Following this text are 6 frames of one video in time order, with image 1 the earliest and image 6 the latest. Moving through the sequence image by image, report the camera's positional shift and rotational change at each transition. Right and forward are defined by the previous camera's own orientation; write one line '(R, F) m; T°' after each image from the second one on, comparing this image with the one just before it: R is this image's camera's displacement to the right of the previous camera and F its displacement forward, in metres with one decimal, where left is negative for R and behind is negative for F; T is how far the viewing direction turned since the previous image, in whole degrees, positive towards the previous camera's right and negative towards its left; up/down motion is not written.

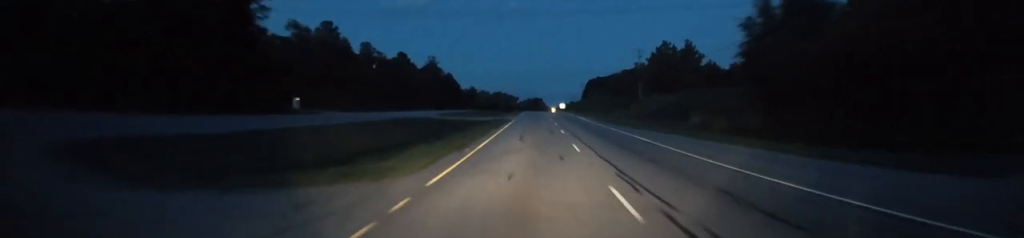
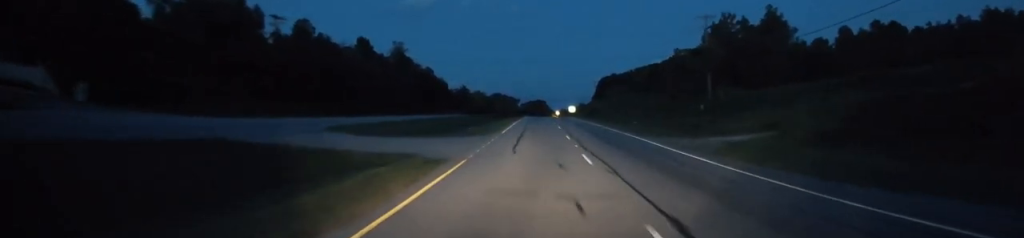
(-0.2, +40.8) m; 0°
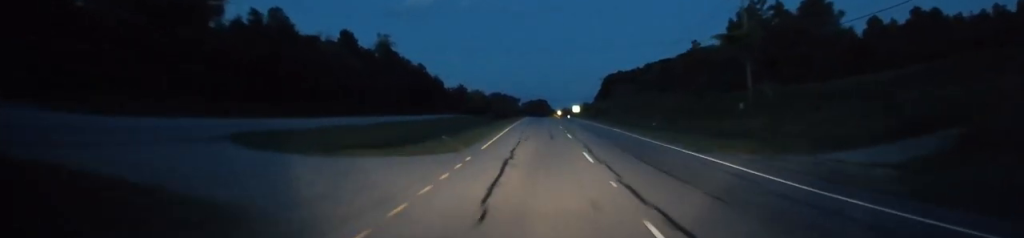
(0.0, +11.8) m; 0°
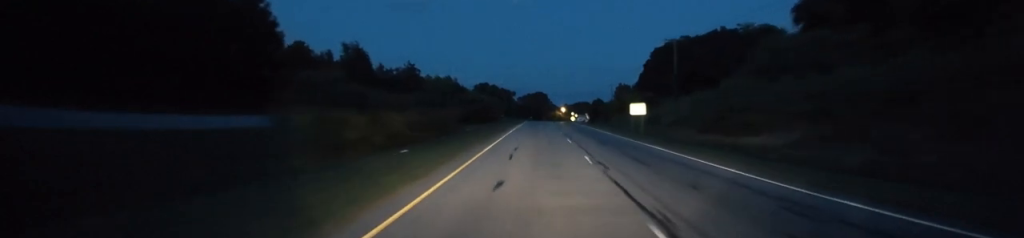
(-0.3, +85.2) m; 0°
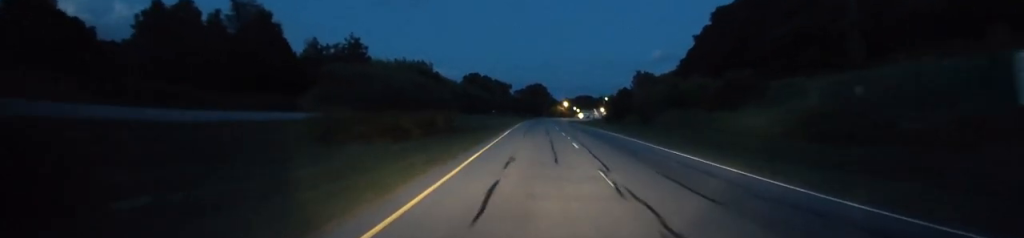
(0.0, +41.0) m; 0°
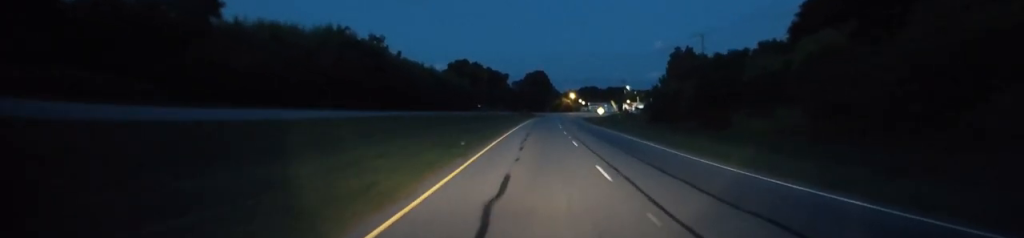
(-0.2, +46.8) m; 0°
